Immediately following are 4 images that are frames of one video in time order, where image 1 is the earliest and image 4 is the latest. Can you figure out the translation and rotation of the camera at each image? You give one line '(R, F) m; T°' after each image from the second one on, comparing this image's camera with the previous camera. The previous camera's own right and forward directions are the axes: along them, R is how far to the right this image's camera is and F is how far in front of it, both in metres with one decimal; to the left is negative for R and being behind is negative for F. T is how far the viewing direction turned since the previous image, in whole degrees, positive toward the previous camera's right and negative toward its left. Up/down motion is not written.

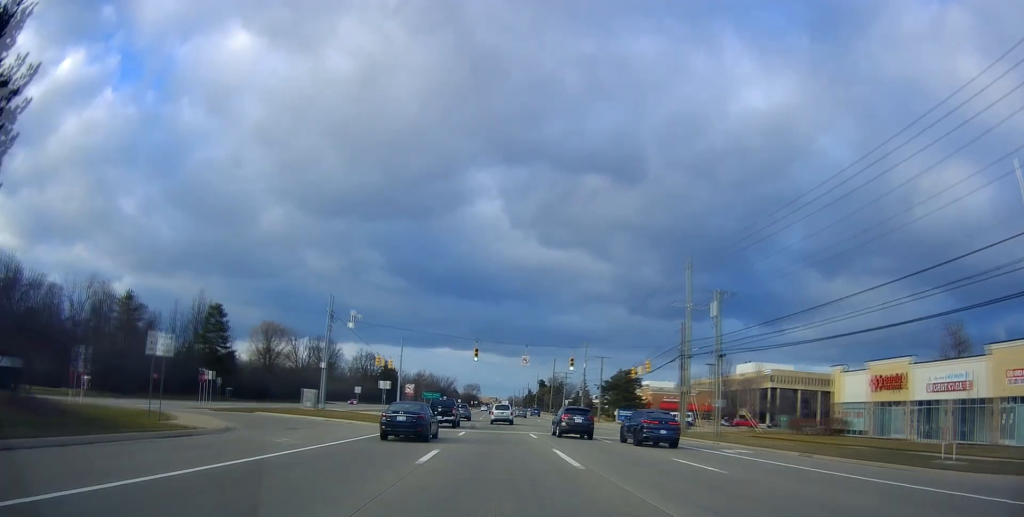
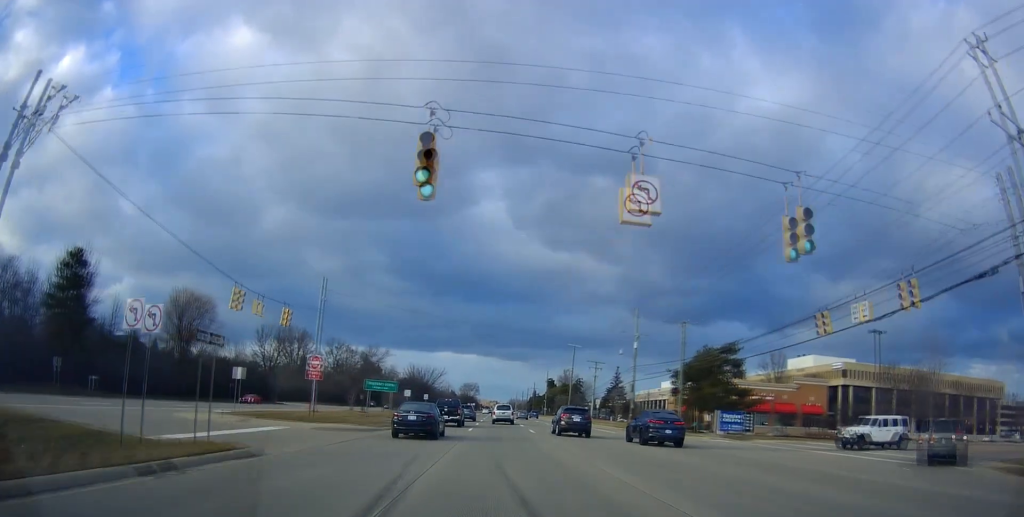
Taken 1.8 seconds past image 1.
(0.0, +38.3) m; -1°
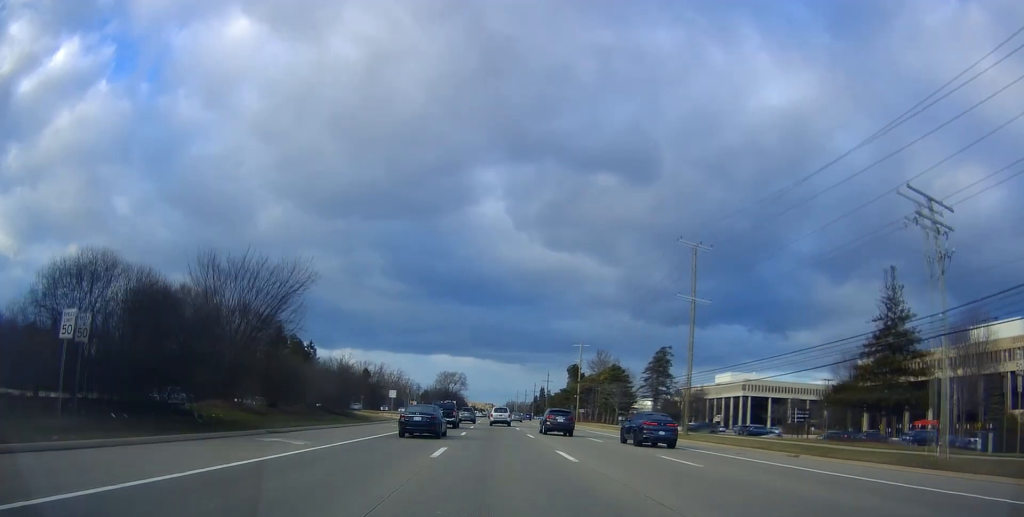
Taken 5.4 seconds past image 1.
(-0.5, +79.3) m; +1°
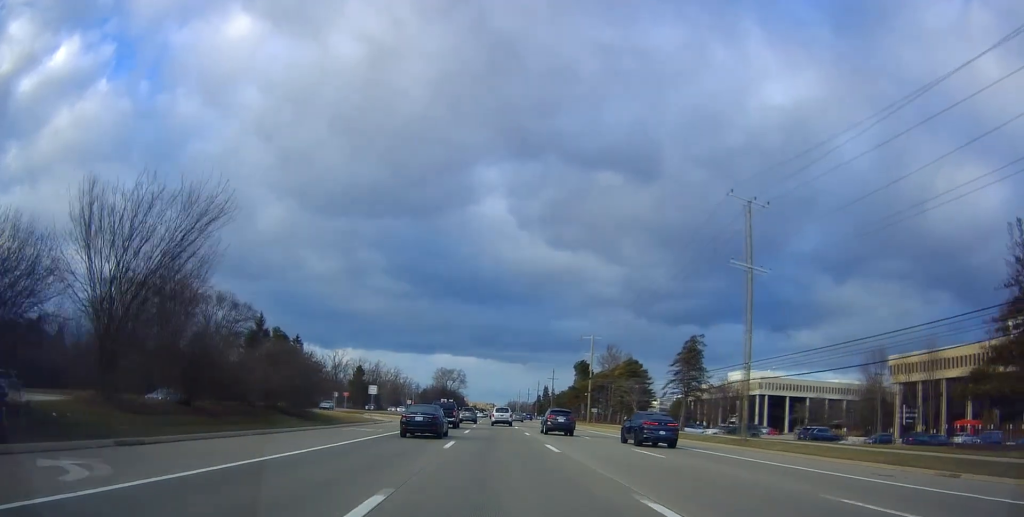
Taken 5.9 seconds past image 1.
(0.0, +11.3) m; 0°
